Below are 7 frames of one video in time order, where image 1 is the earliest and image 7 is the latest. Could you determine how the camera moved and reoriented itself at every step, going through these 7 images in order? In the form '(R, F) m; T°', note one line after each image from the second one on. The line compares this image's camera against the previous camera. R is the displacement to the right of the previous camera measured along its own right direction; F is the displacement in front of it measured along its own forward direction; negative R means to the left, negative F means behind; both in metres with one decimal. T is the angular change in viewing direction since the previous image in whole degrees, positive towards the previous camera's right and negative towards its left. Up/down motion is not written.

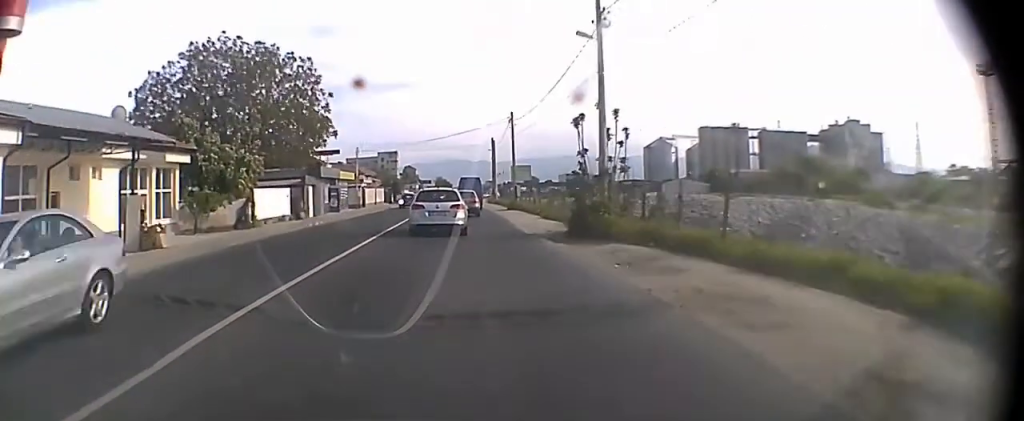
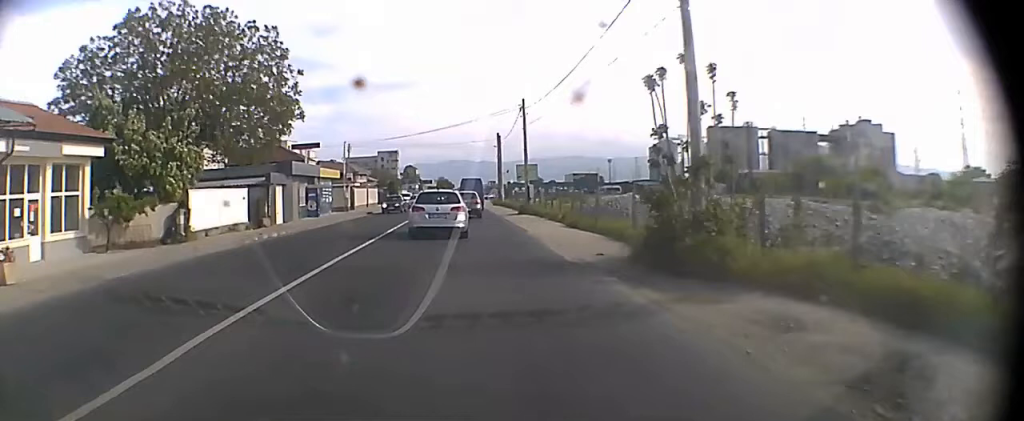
(0.0, +7.4) m; 0°
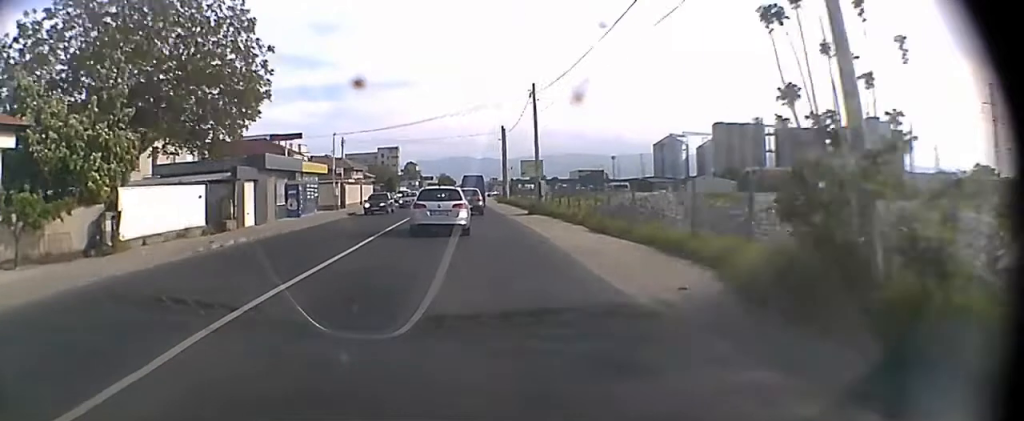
(0.0, +5.9) m; 0°
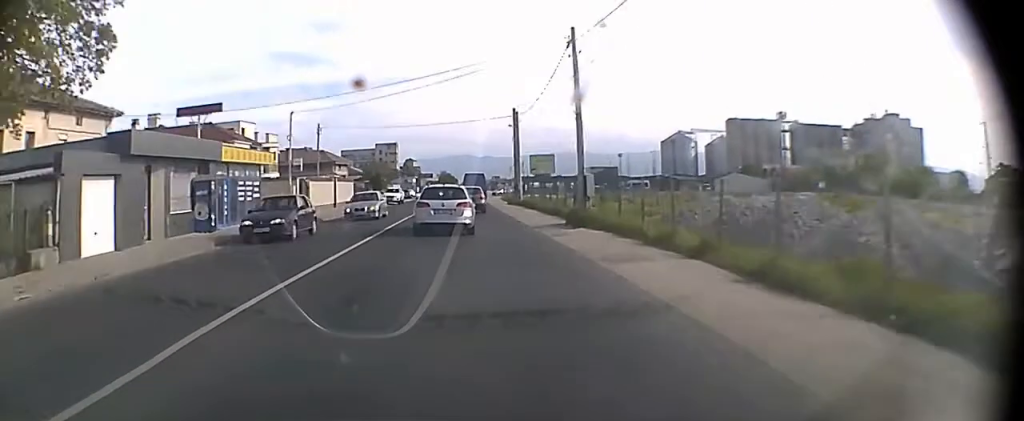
(0.0, +16.2) m; 0°
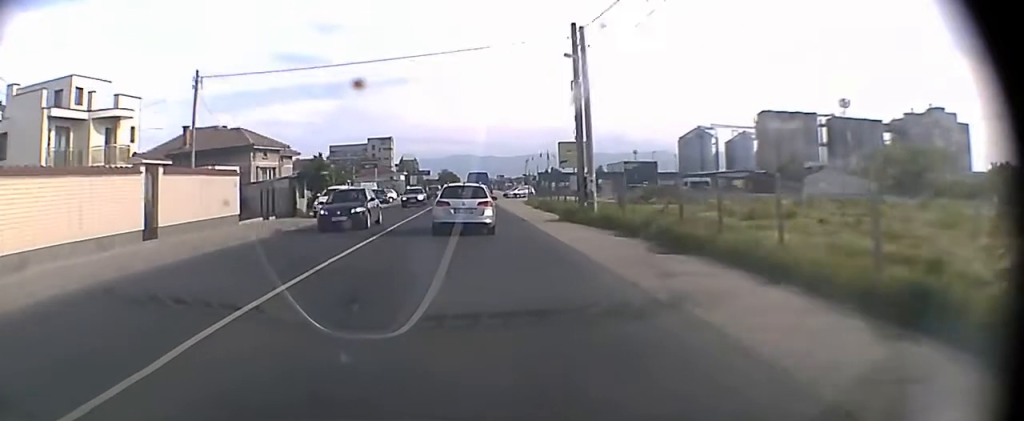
(-0.1, +32.8) m; 0°
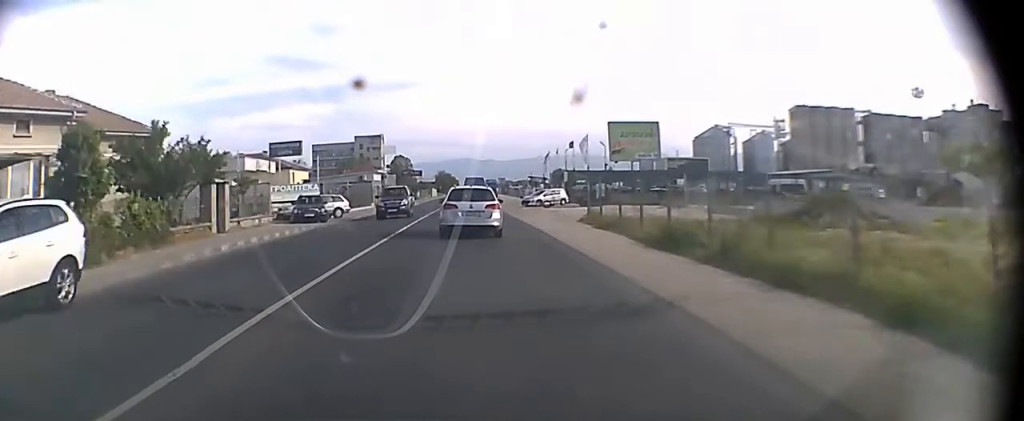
(0.0, +29.9) m; 0°
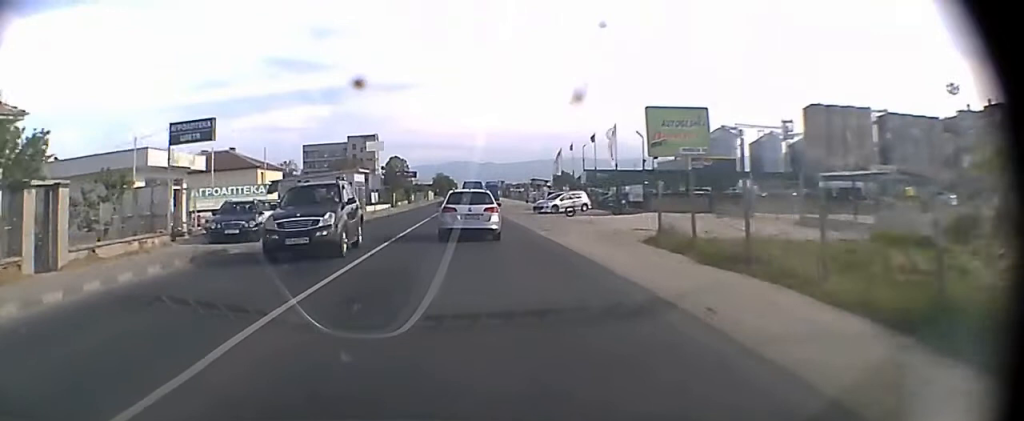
(0.0, +10.6) m; 0°
